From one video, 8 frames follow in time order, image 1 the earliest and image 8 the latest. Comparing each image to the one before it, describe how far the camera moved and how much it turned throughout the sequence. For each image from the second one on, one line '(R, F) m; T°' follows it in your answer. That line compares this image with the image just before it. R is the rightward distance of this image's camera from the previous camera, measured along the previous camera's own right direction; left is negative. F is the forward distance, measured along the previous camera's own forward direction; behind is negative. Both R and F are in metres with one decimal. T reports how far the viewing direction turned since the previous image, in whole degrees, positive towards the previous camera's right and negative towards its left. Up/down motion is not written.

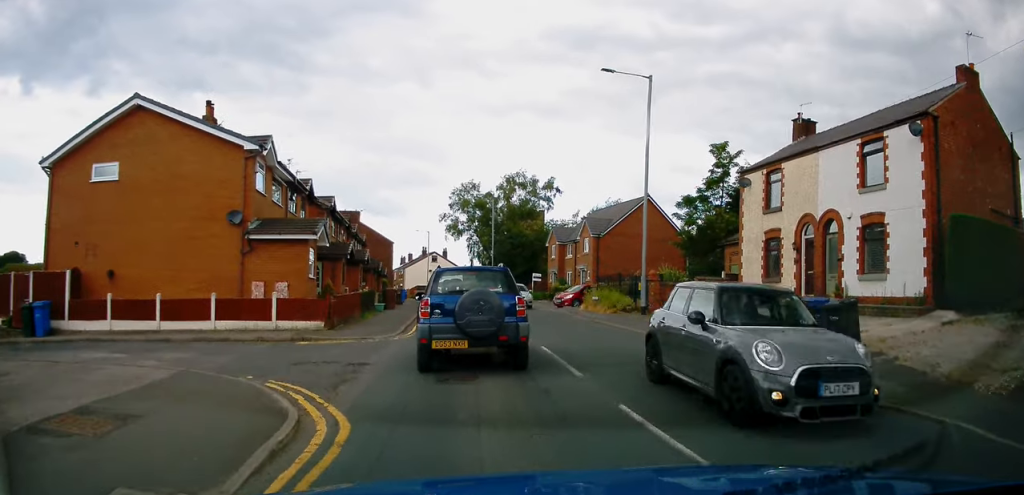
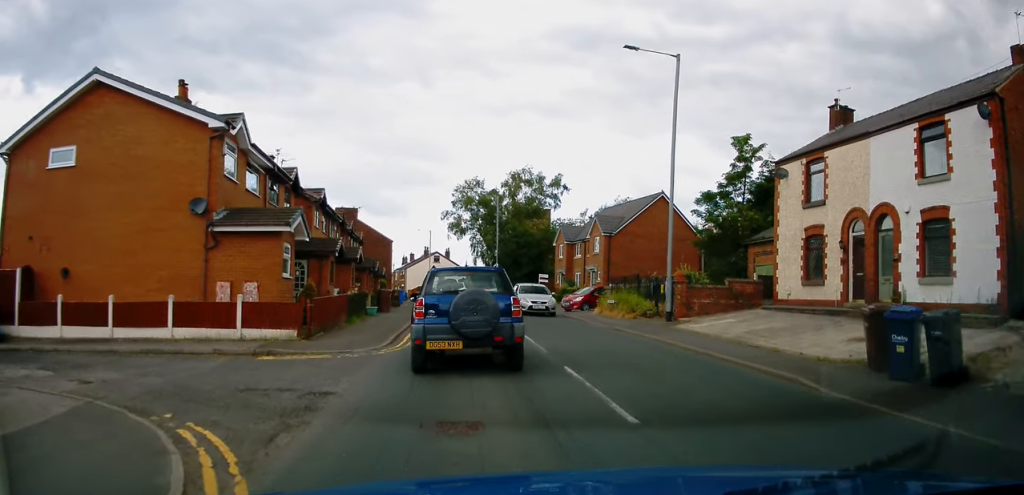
(0.0, +3.0) m; 0°
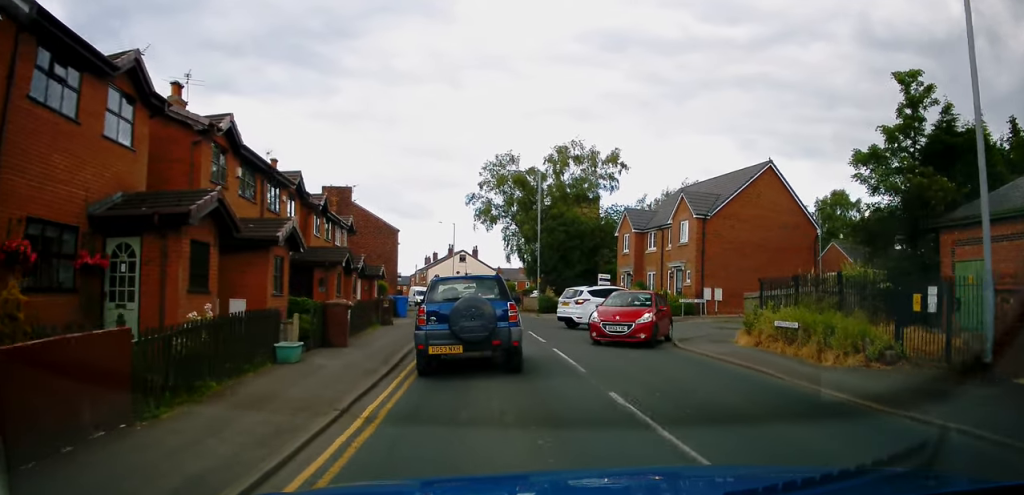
(+0.2, +14.0) m; -1°
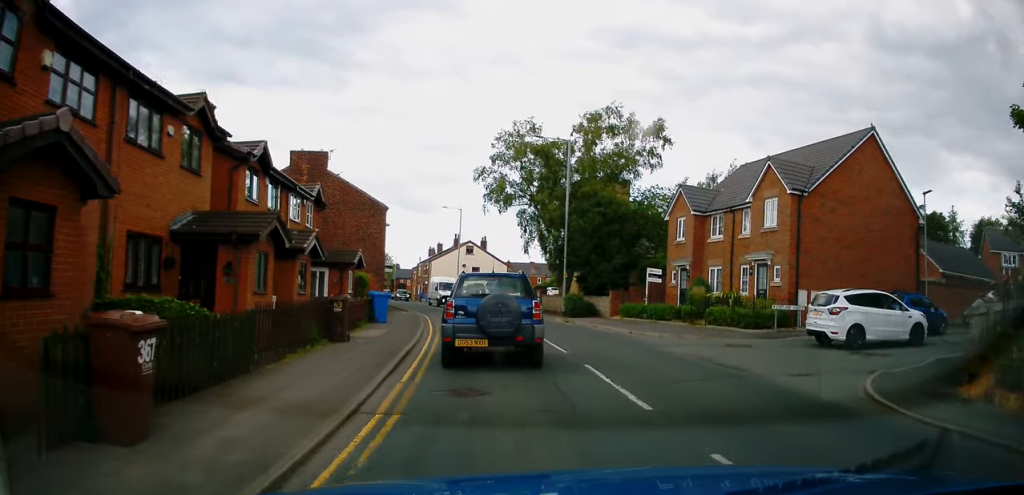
(-0.3, +8.6) m; -2°
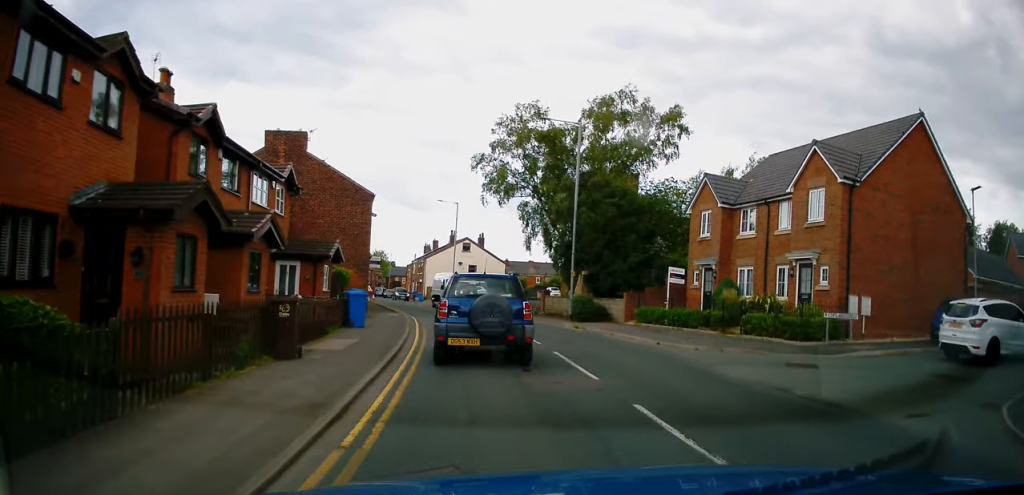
(0.0, +3.5) m; 0°
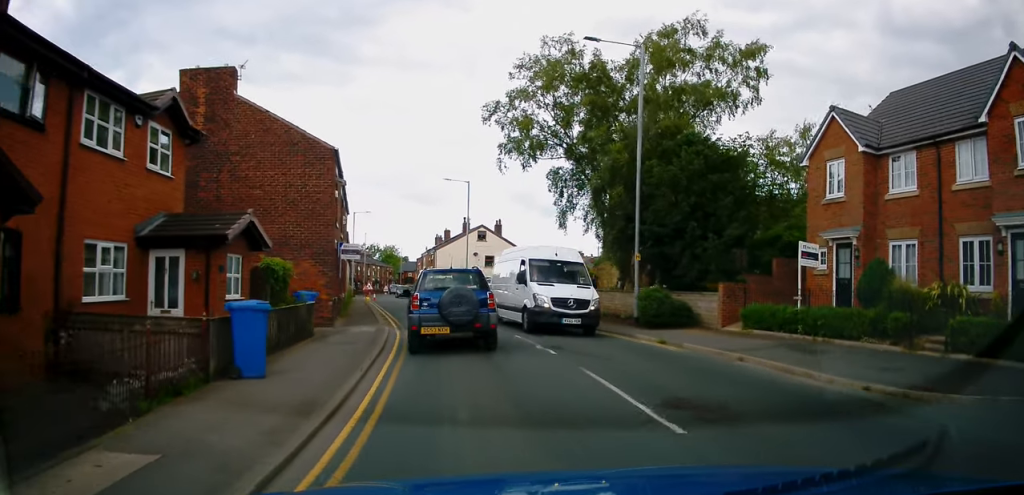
(0.0, +9.3) m; -1°
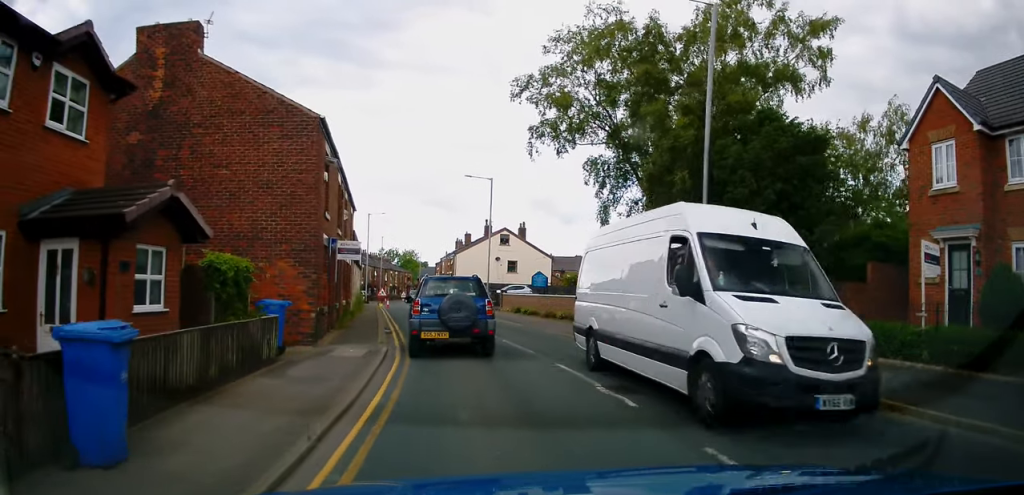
(0.0, +4.4) m; -2°
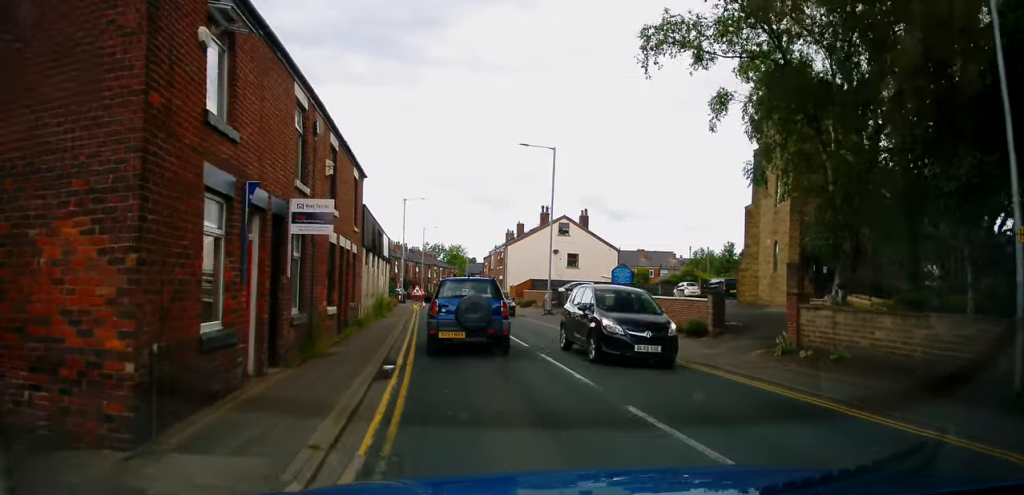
(-0.4, +9.2) m; -5°
